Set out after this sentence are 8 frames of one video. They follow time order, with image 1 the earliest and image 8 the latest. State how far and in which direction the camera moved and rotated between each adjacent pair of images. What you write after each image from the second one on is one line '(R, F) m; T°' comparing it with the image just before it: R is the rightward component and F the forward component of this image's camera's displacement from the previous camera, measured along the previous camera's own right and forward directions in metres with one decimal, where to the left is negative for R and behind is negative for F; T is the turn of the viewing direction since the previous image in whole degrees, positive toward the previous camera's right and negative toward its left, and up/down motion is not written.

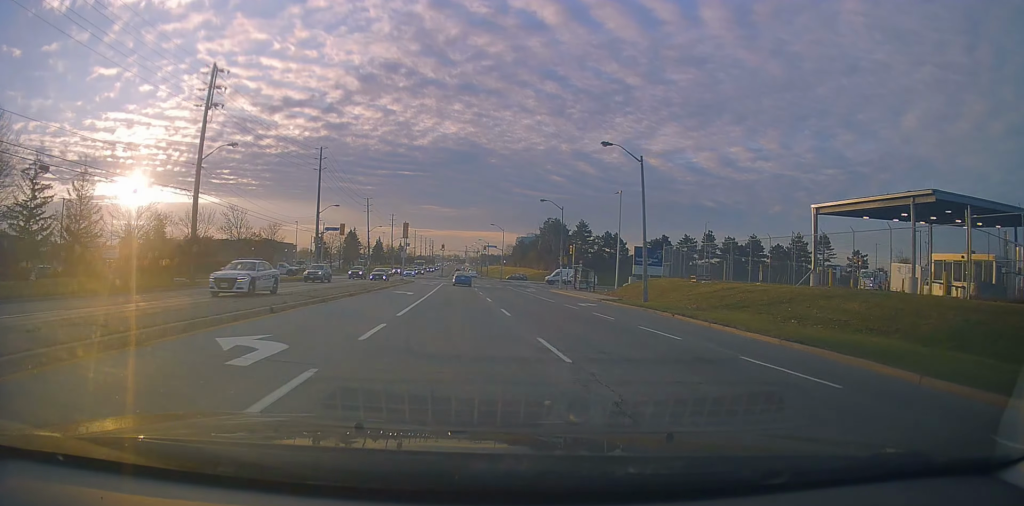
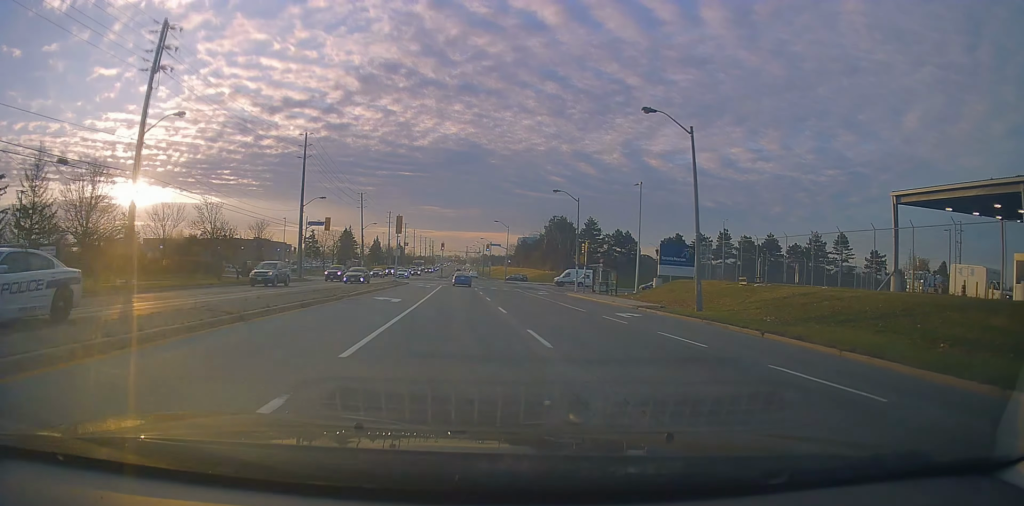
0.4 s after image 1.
(0.0, +7.8) m; 0°
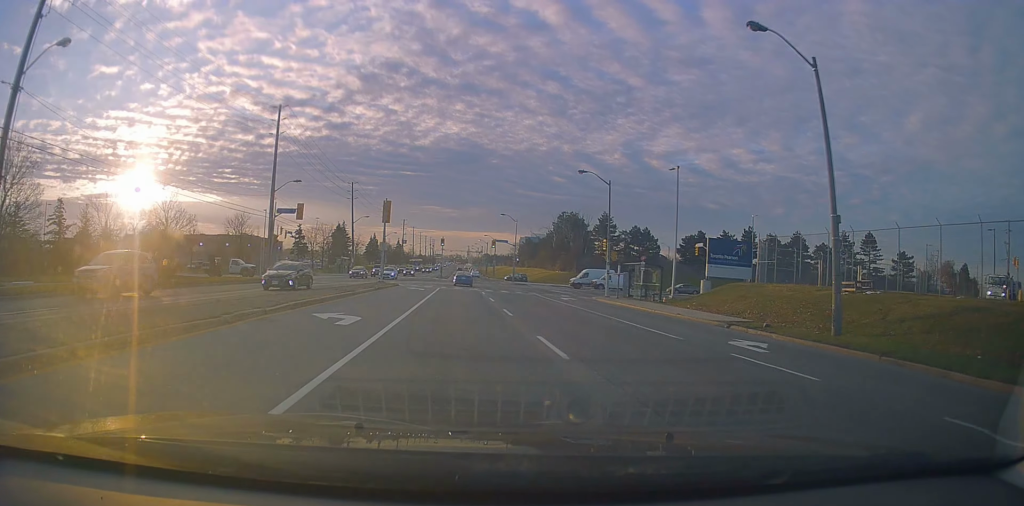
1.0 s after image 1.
(0.0, +10.7) m; 0°
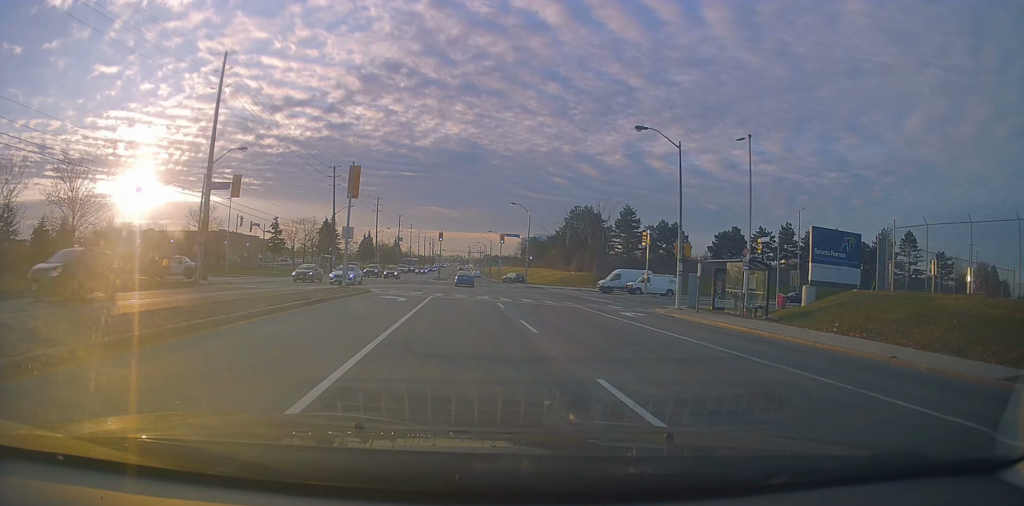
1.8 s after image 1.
(0.0, +14.2) m; 0°
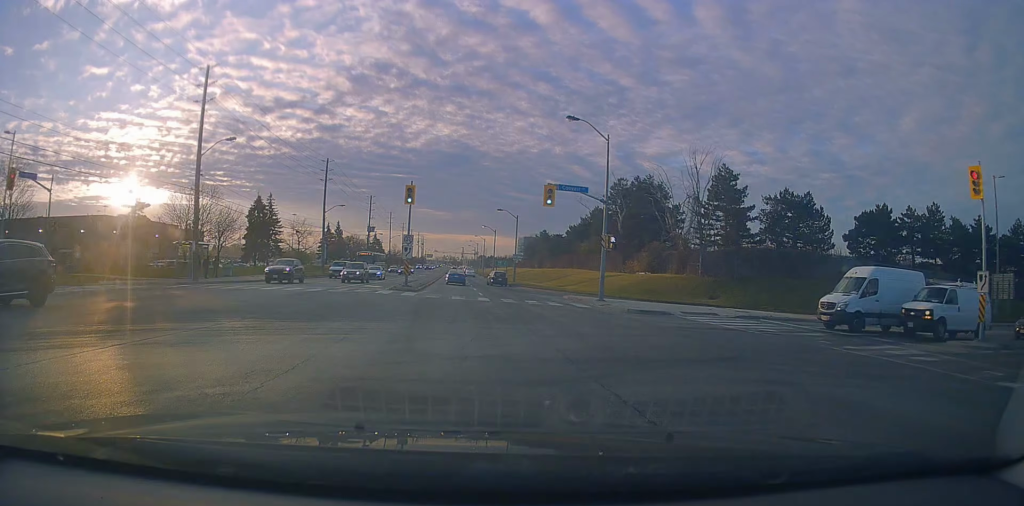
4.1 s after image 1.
(+0.4, +39.3) m; 0°
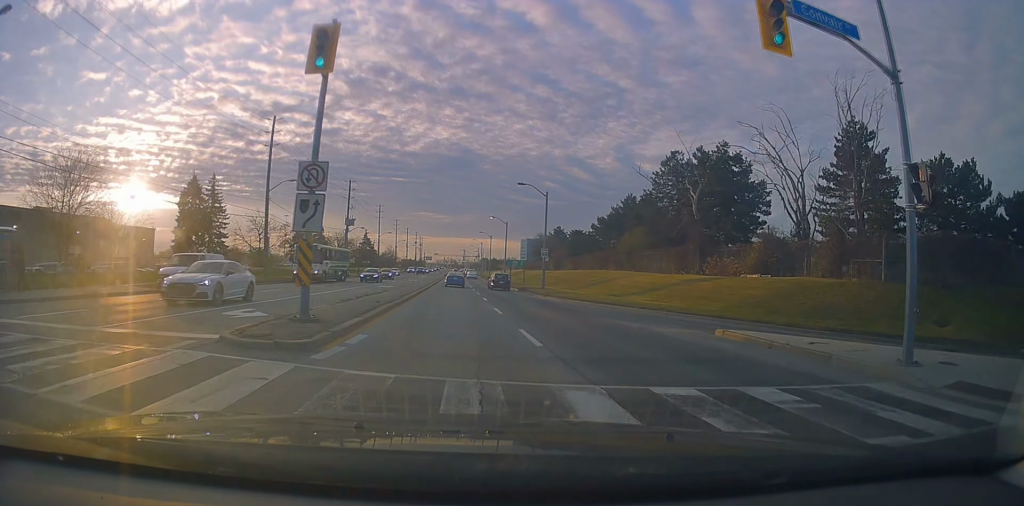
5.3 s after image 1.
(-0.1, +22.5) m; -1°
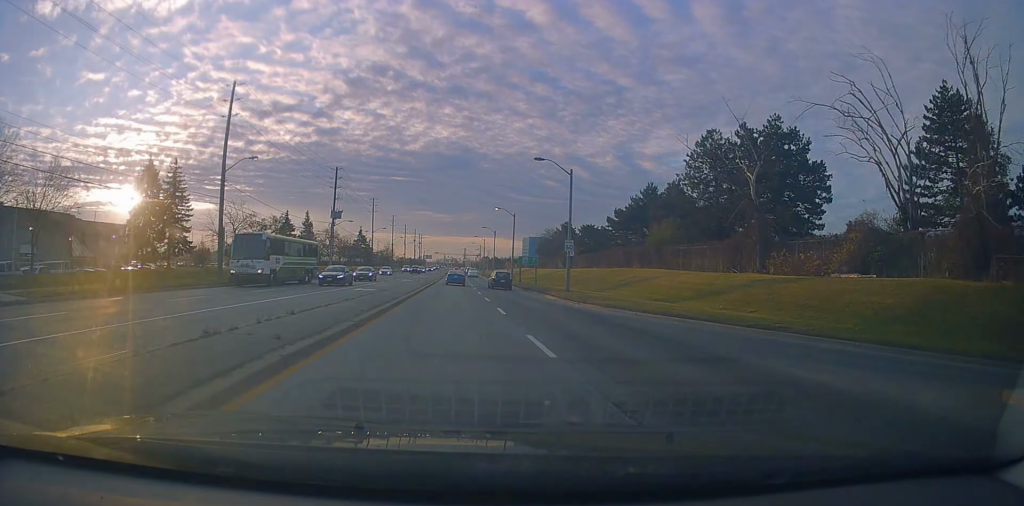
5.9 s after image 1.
(-0.1, +10.1) m; 0°
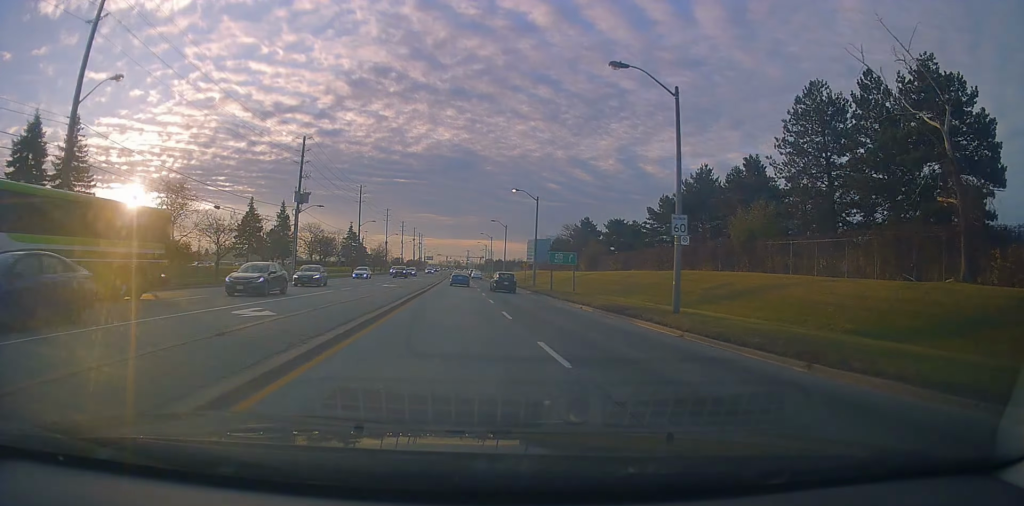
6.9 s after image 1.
(0.0, +18.4) m; +1°
